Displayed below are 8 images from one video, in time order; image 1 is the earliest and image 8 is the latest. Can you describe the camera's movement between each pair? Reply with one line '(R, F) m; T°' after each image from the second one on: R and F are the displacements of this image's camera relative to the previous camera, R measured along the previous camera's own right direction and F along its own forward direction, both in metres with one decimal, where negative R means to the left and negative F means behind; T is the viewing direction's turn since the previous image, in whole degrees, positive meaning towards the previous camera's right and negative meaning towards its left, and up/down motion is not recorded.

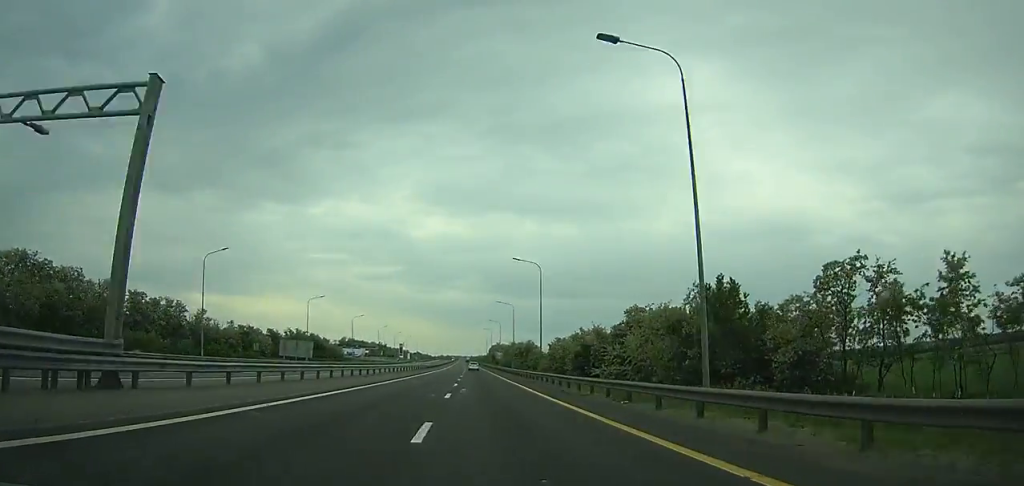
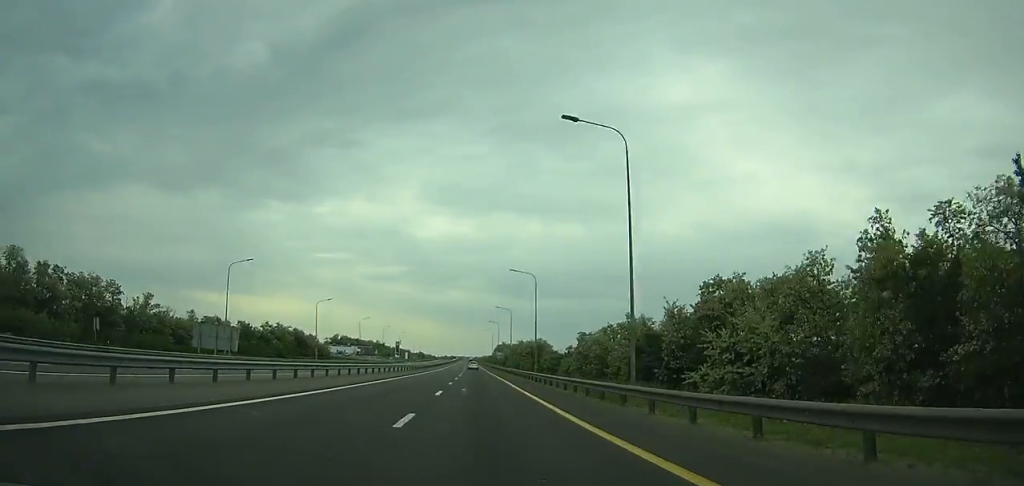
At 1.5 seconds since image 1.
(+0.1, +33.0) m; 0°
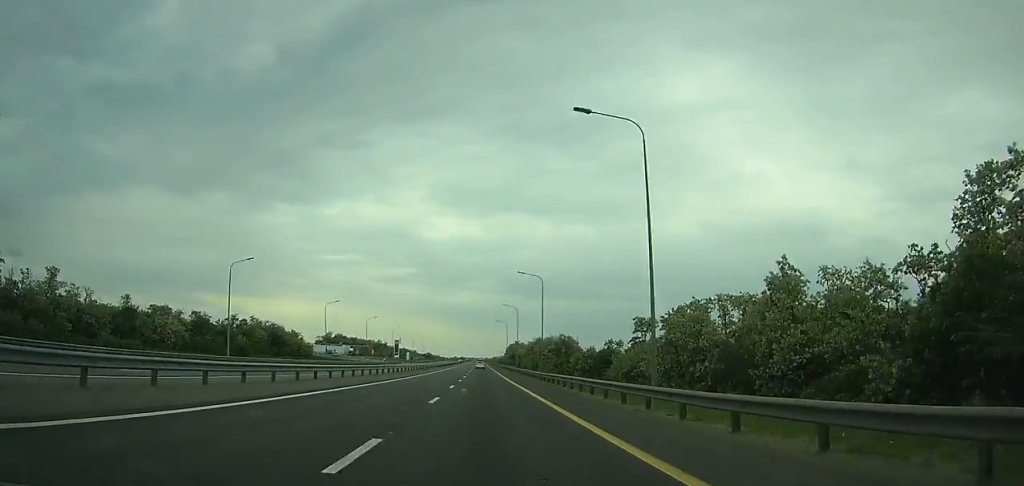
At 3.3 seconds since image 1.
(+0.1, +39.9) m; 0°
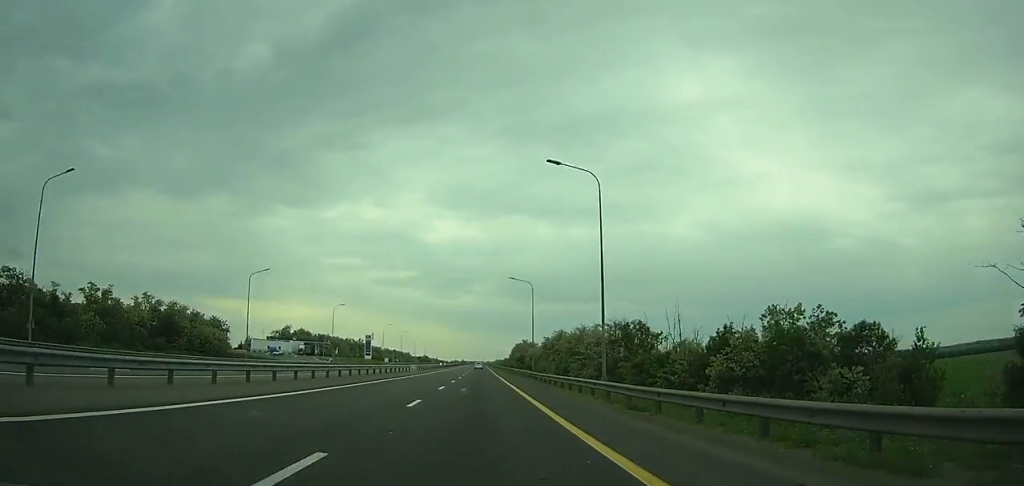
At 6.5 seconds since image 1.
(-0.5, +72.9) m; 0°
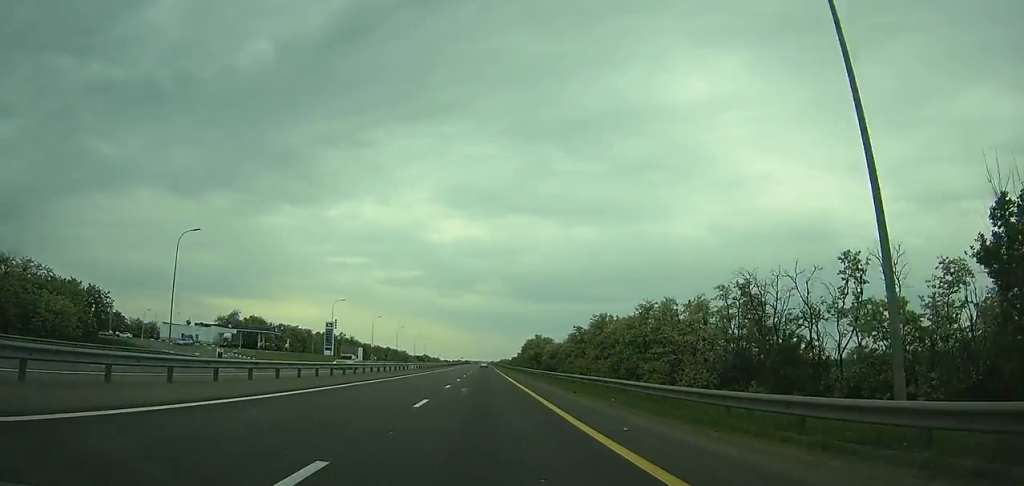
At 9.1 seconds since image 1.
(0.0, +60.2) m; 0°
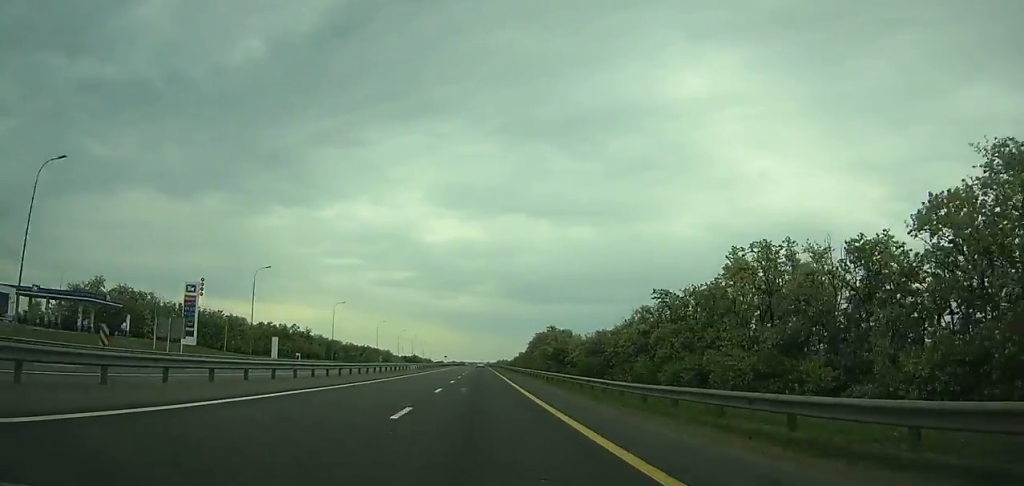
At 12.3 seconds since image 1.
(-0.1, +75.0) m; 0°
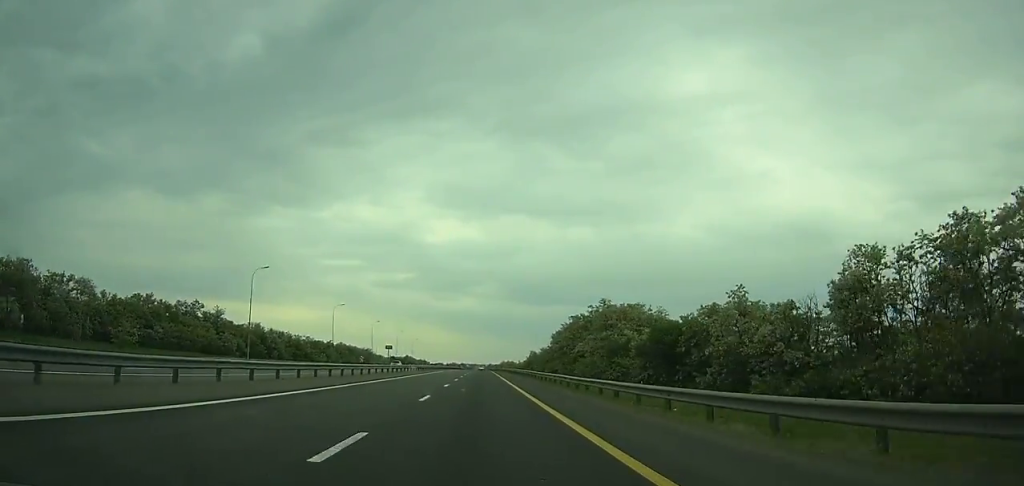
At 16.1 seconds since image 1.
(-0.1, +90.5) m; 0°
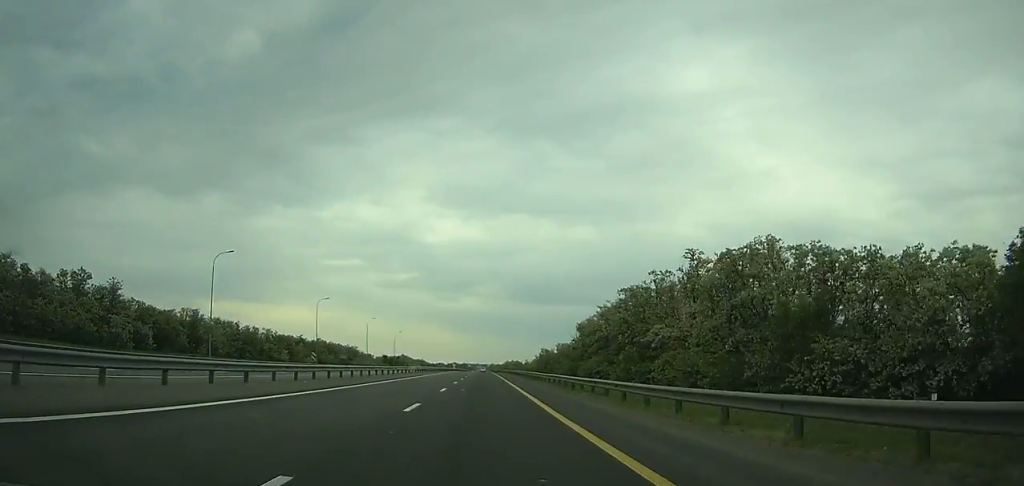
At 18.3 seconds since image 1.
(0.0, +53.1) m; 0°
